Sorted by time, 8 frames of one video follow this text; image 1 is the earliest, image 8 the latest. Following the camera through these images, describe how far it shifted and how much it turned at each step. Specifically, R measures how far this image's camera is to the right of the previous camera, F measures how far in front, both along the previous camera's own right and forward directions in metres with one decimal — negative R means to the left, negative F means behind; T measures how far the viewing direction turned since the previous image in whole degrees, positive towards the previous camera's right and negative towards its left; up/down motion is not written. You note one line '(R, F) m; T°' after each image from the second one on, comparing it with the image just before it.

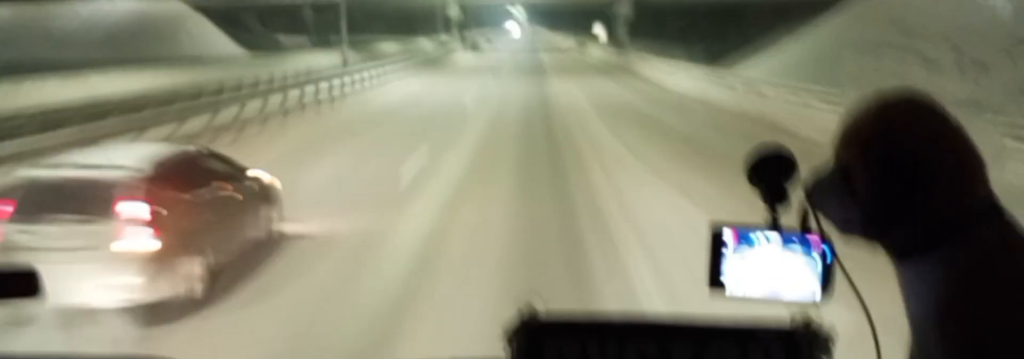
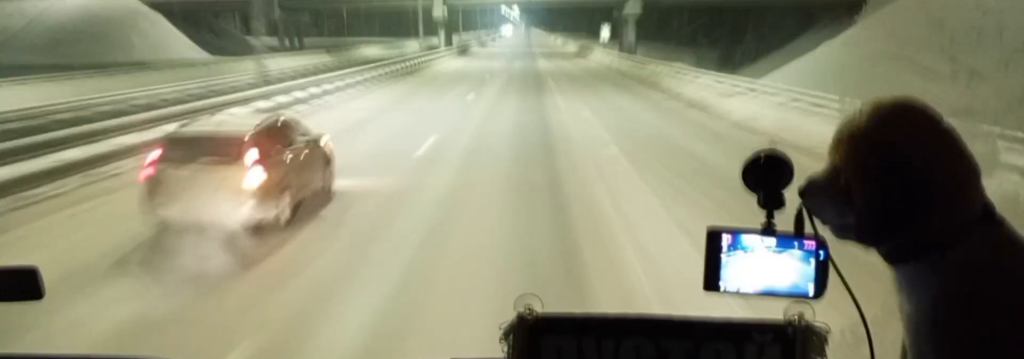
(0.0, +12.7) m; -1°
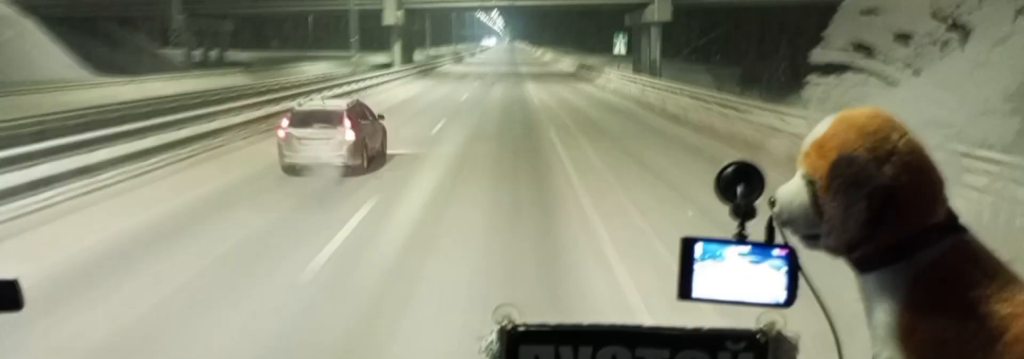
(-0.5, +24.8) m; 0°
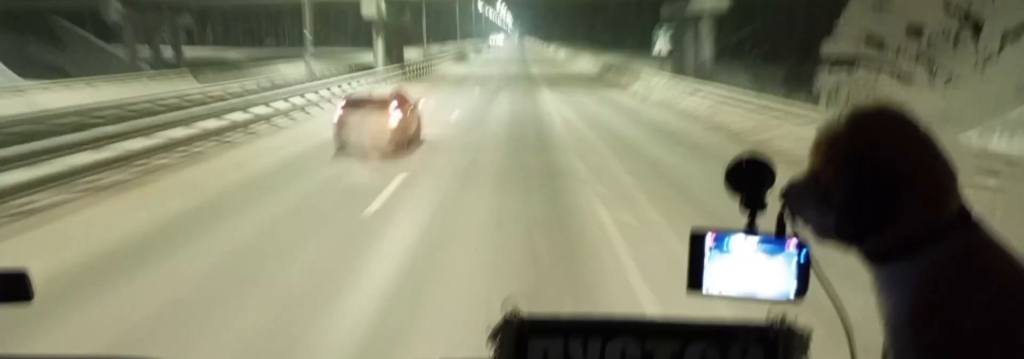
(+0.3, +12.9) m; 0°
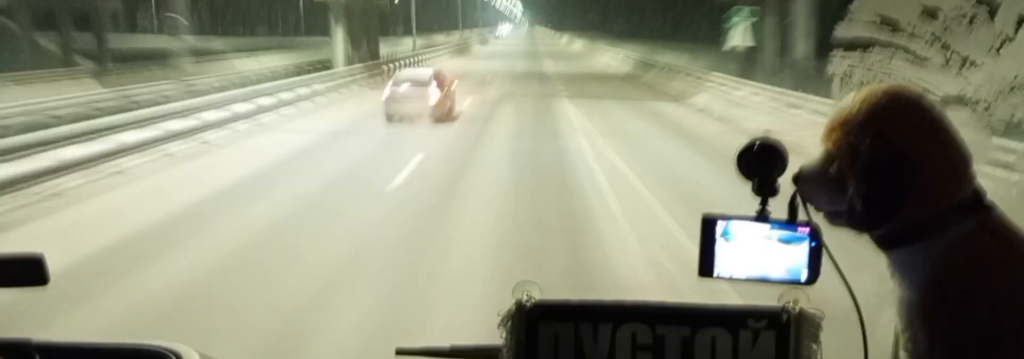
(+0.1, +16.2) m; 0°
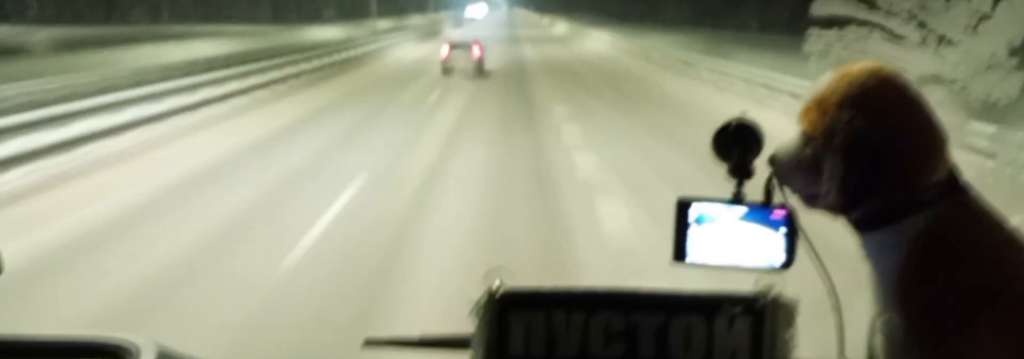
(0.0, +52.8) m; 0°
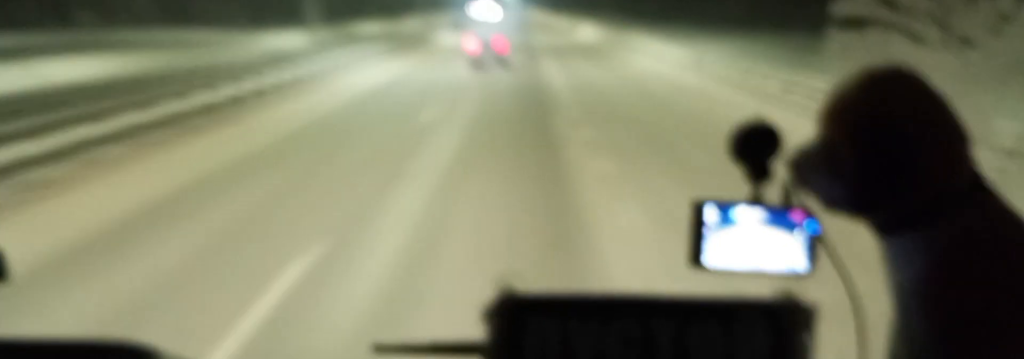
(0.0, +19.4) m; -1°
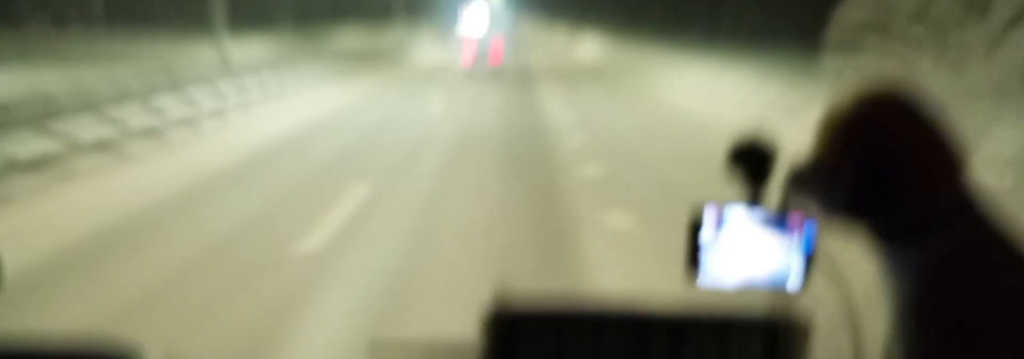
(-0.4, +12.1) m; -1°
